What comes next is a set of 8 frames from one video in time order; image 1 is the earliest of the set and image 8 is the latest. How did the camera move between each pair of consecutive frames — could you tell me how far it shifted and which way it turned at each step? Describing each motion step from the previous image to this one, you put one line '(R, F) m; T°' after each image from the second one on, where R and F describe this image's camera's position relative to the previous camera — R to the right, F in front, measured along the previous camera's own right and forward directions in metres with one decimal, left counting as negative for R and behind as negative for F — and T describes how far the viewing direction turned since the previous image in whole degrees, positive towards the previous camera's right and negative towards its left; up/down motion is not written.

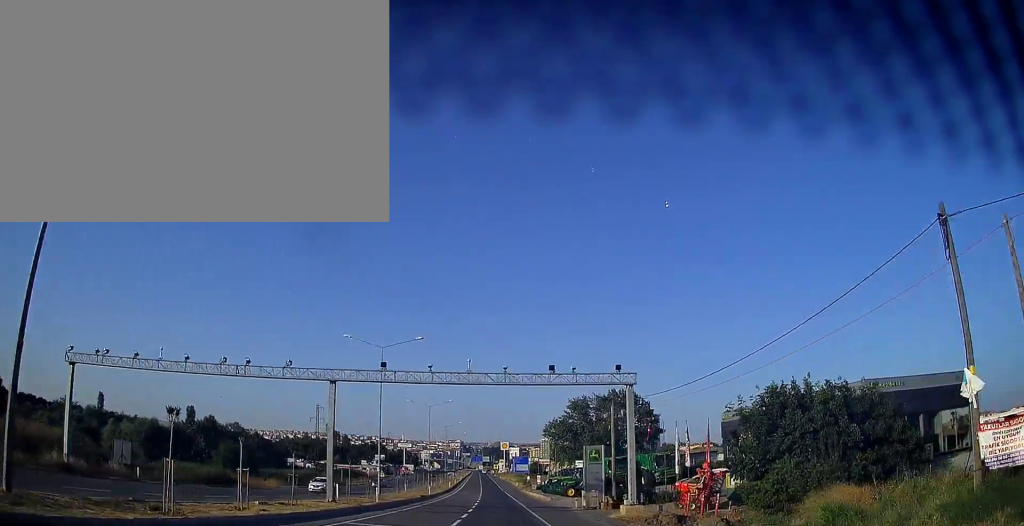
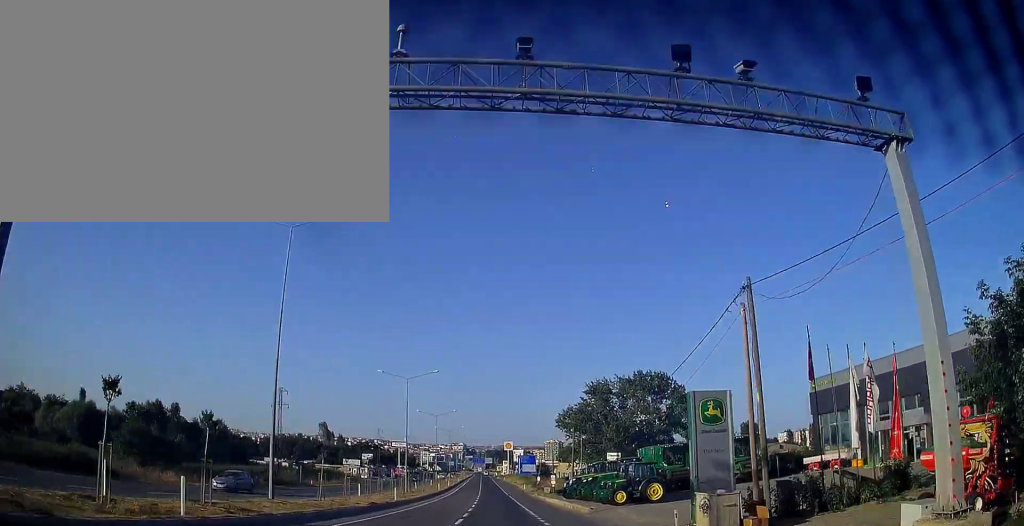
(0.0, +23.2) m; 0°
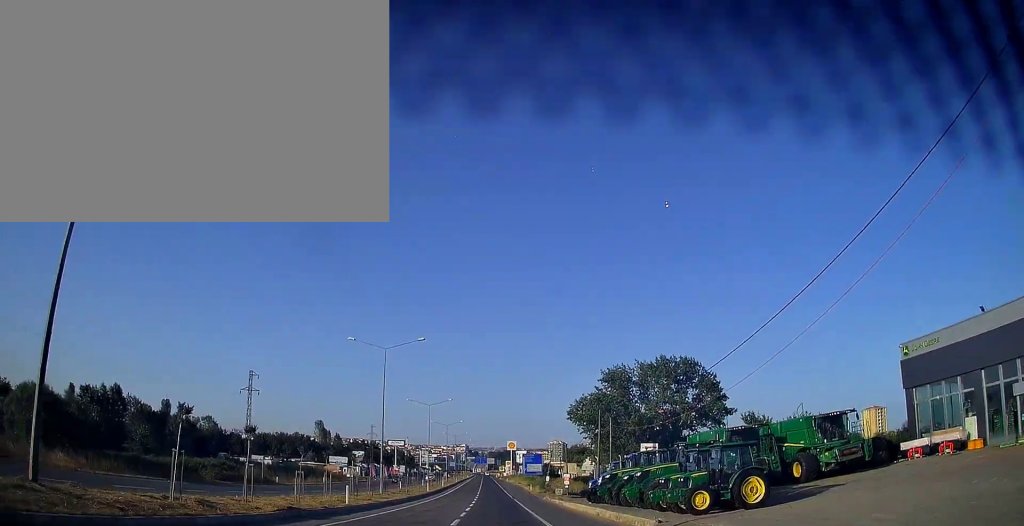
(0.0, +14.1) m; 0°
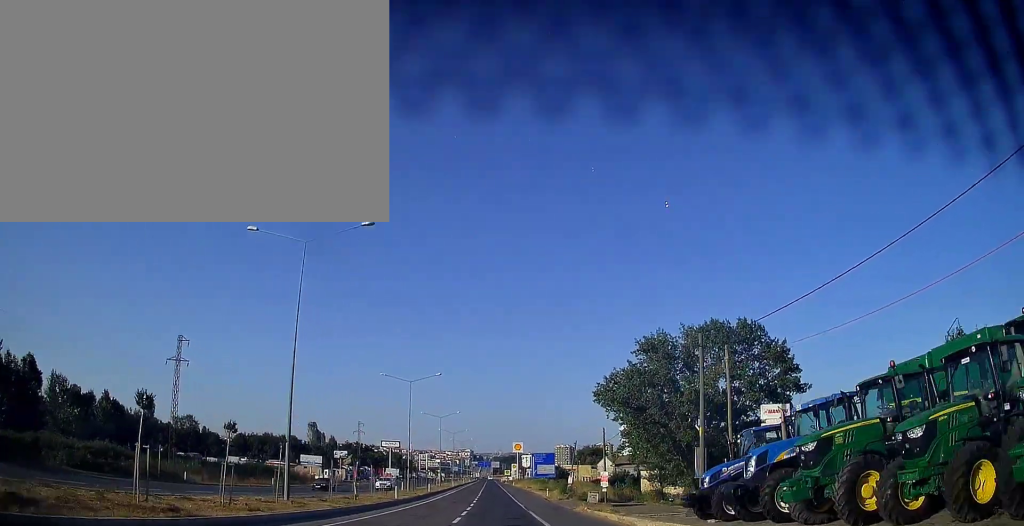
(-0.2, +22.6) m; -1°
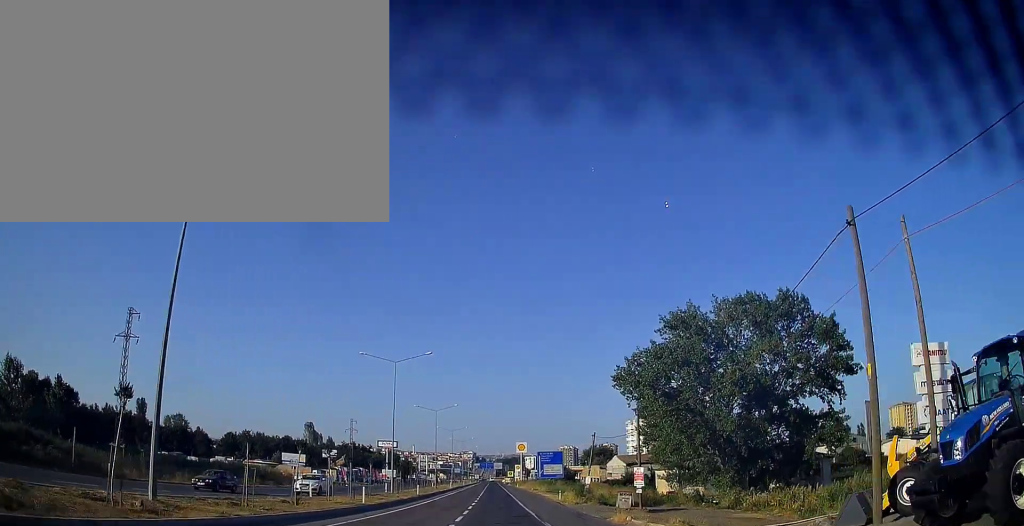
(0.0, +11.0) m; 0°
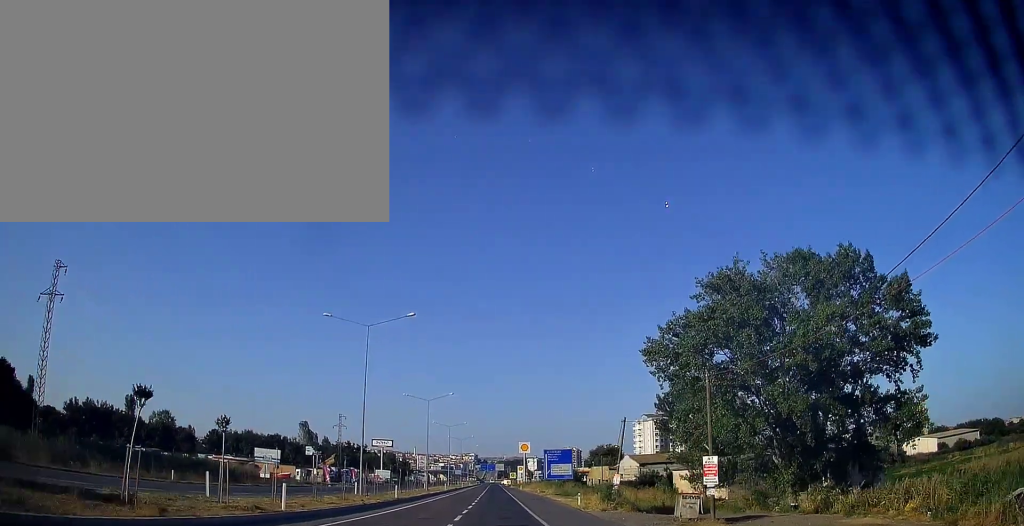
(0.0, +12.4) m; 0°
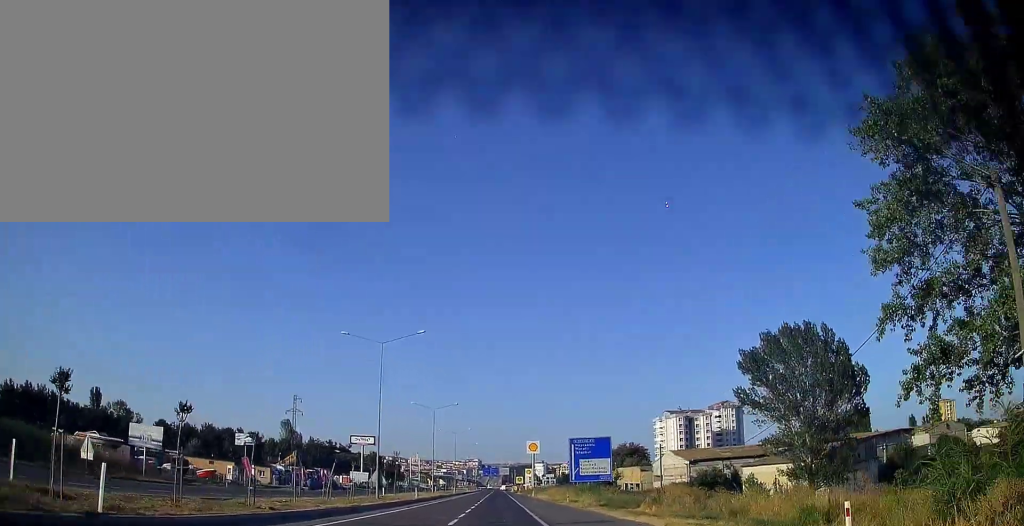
(-0.2, +33.4) m; -1°
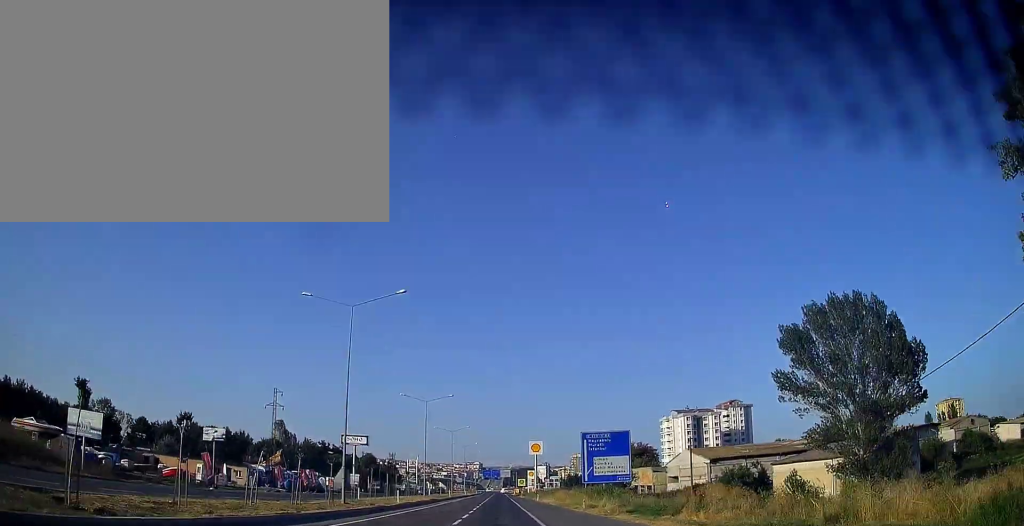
(0.0, +9.9) m; 0°
